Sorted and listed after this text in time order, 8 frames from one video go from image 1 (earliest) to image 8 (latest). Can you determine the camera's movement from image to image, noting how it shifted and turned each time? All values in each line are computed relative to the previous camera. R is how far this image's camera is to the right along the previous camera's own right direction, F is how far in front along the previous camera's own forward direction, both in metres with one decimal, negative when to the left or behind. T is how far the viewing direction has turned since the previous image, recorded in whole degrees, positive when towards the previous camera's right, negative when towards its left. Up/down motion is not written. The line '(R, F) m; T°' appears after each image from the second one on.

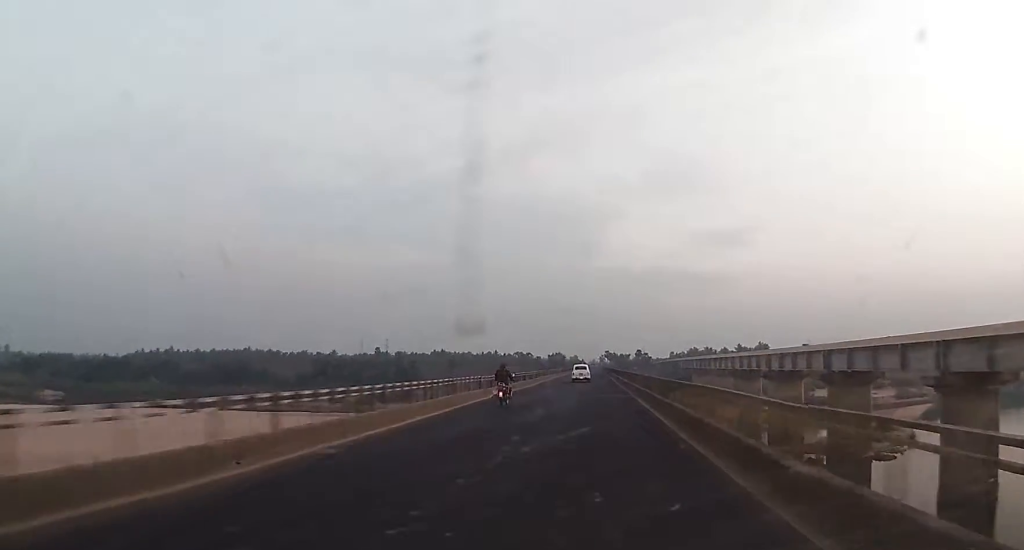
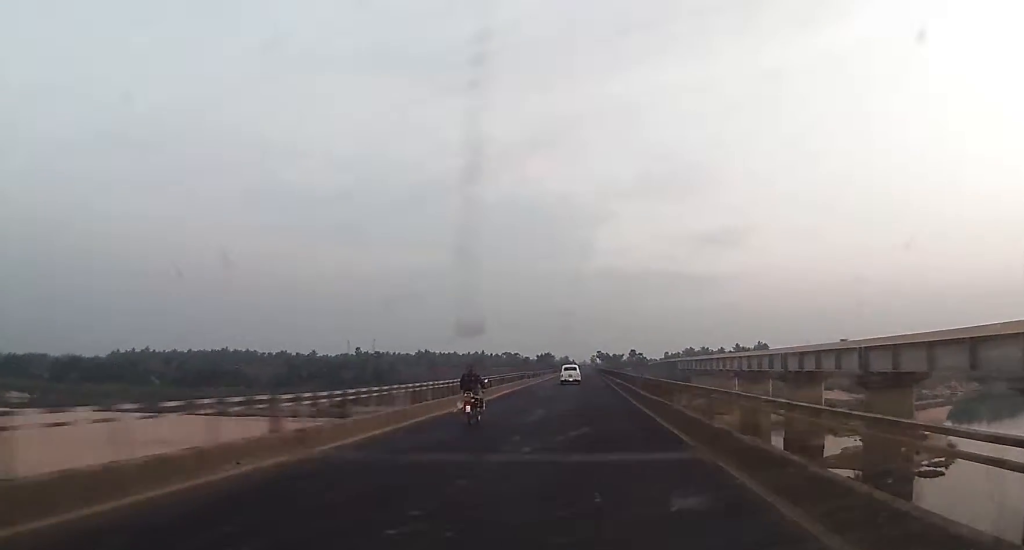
(+0.4, +22.5) m; 0°
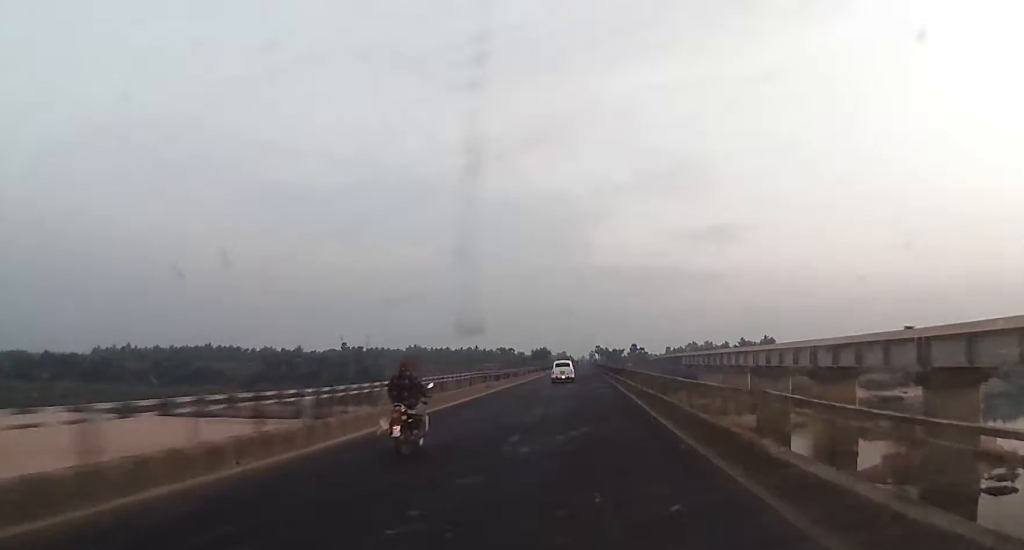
(-0.3, +22.5) m; -1°
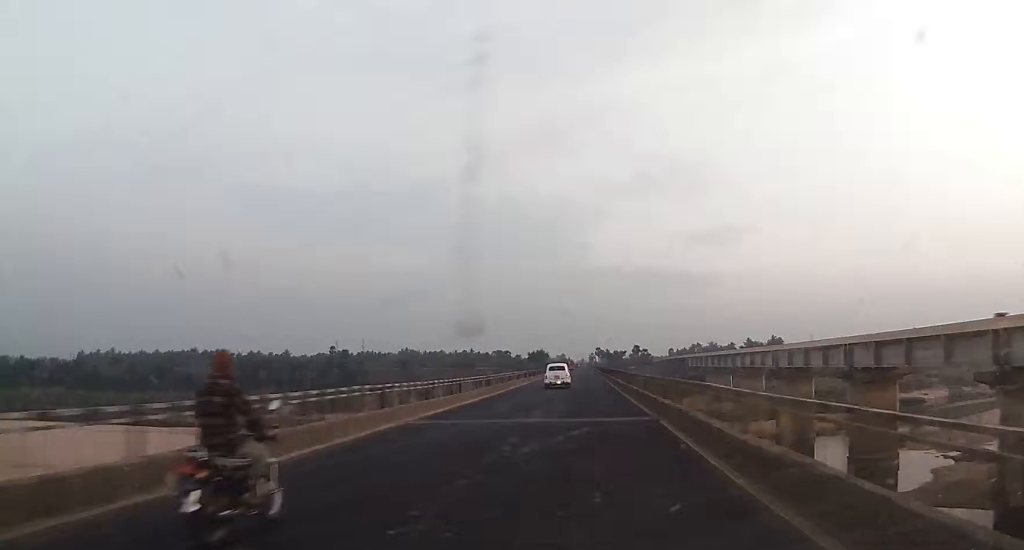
(-0.1, +19.8) m; 0°
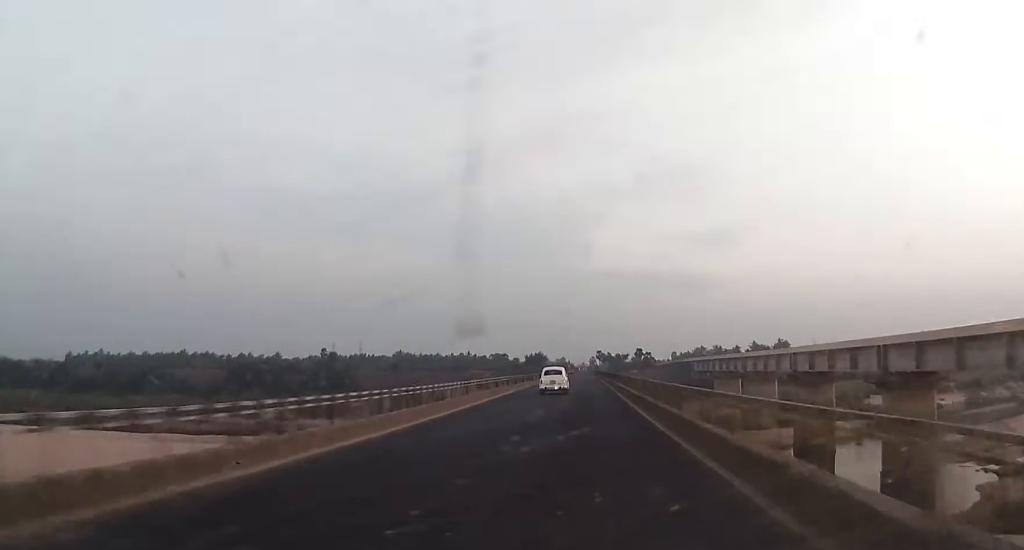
(+0.1, +14.6) m; +1°
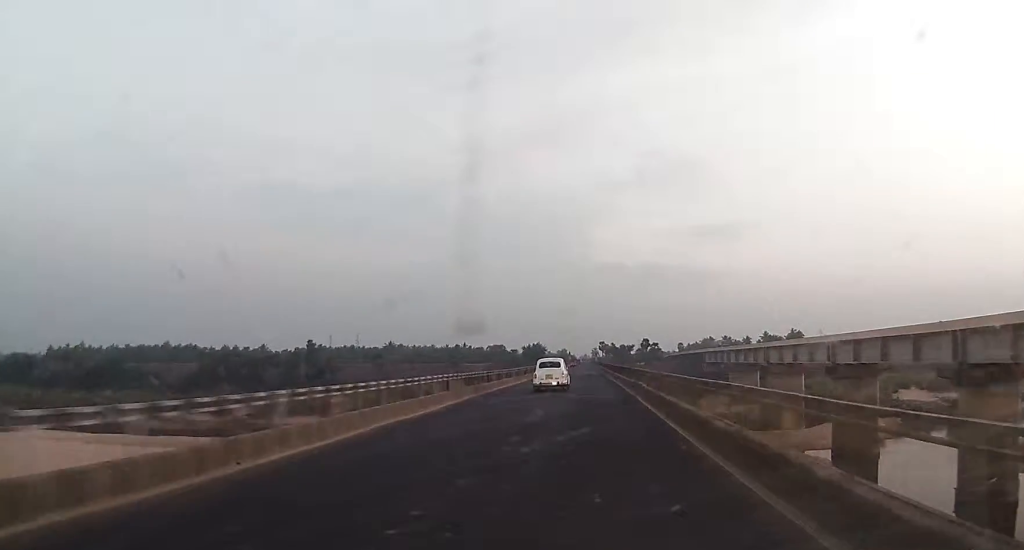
(+0.1, +24.0) m; +1°
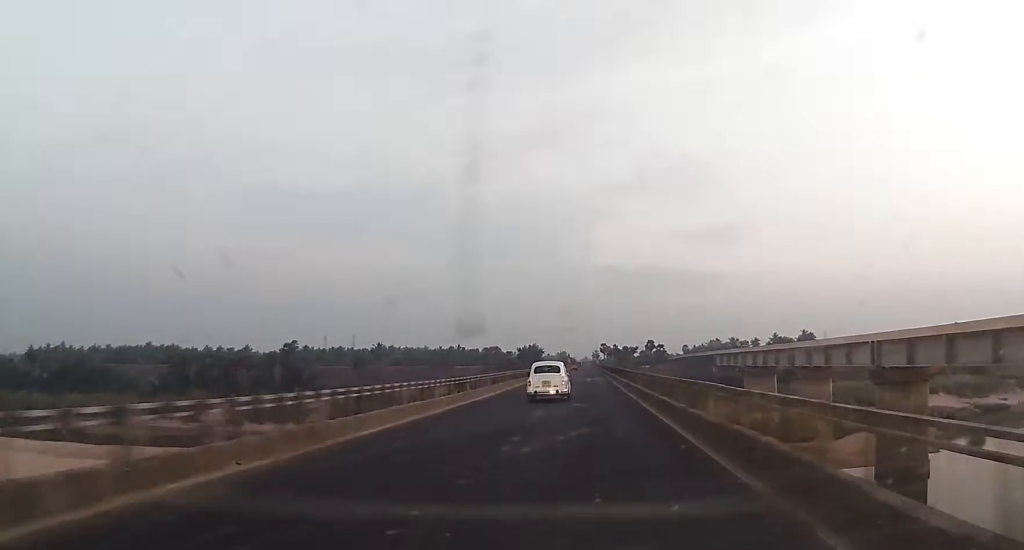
(+0.3, +21.6) m; -1°
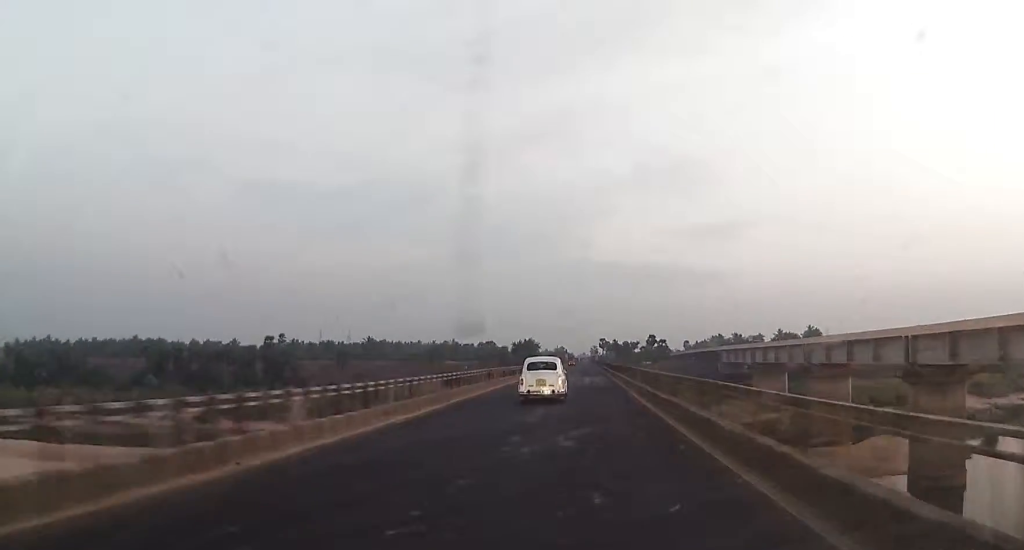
(-0.4, +13.7) m; 0°
